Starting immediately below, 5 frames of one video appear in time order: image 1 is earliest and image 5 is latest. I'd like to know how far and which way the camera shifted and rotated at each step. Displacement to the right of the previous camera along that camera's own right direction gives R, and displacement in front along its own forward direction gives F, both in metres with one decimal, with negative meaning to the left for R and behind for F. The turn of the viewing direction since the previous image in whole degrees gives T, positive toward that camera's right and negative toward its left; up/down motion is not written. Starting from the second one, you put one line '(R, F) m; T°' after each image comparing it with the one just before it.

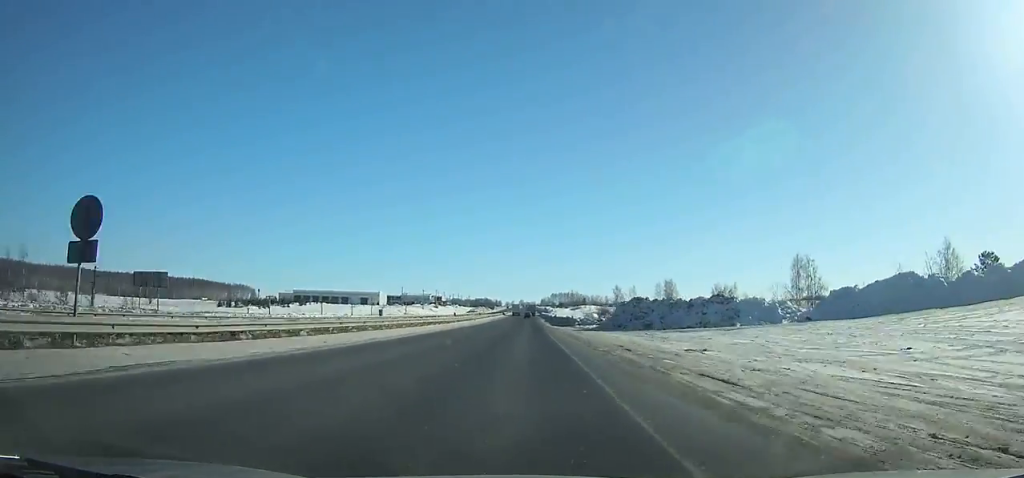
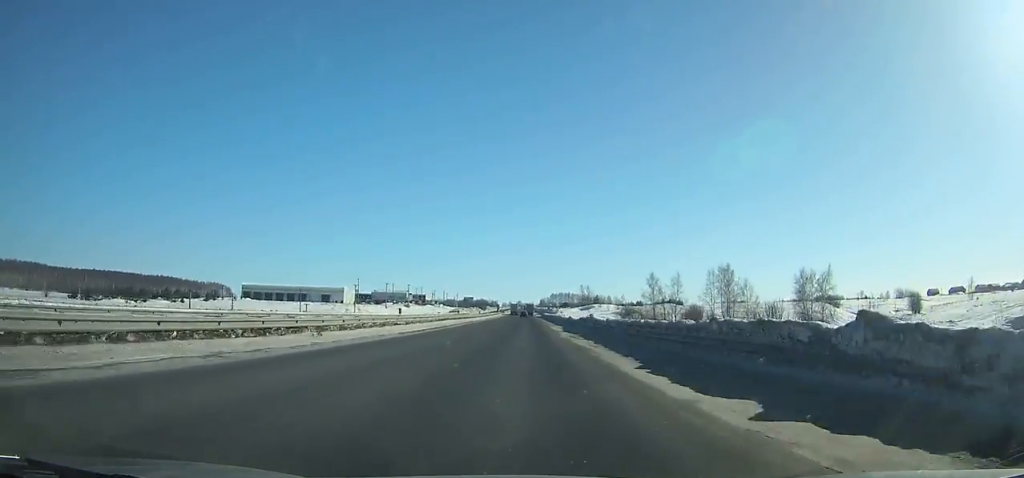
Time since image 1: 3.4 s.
(+0.2, +64.8) m; 0°
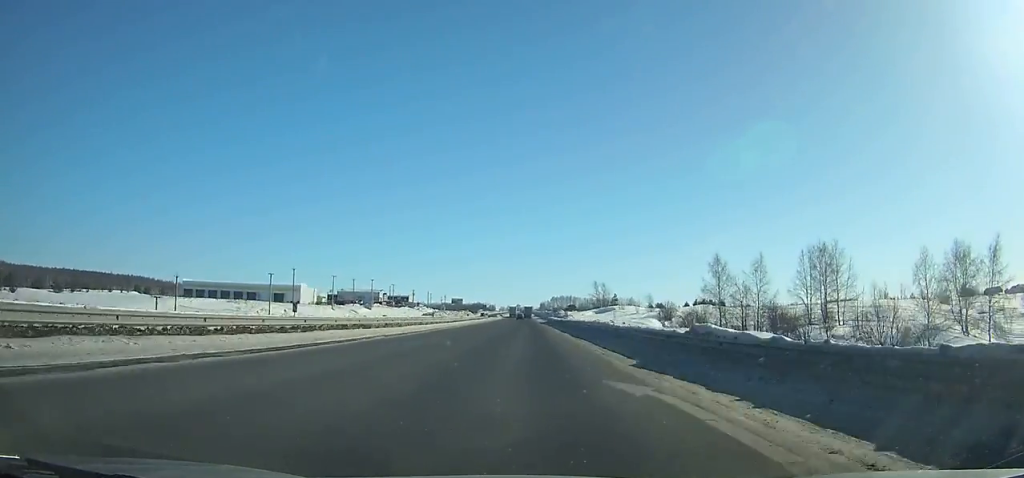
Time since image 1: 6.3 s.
(+0.1, +55.7) m; 0°
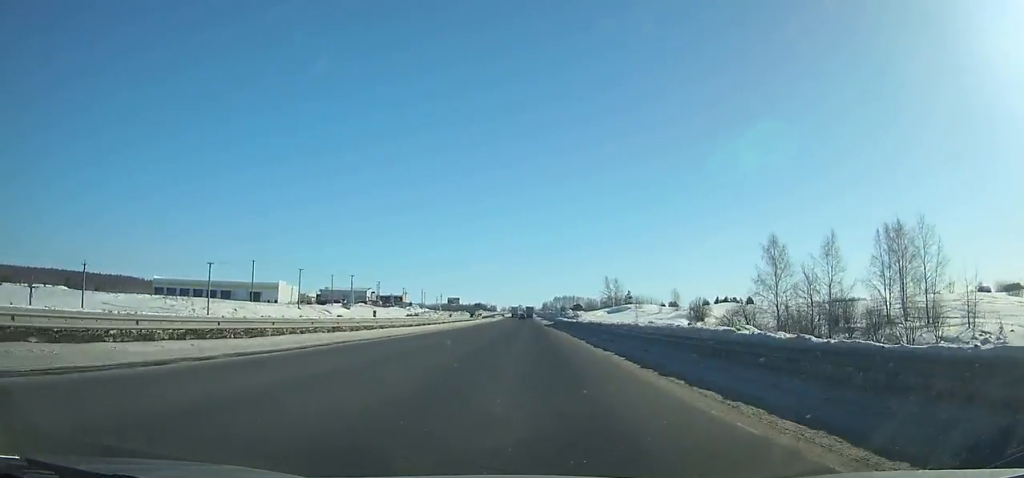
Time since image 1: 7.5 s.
(+0.1, +23.2) m; 0°
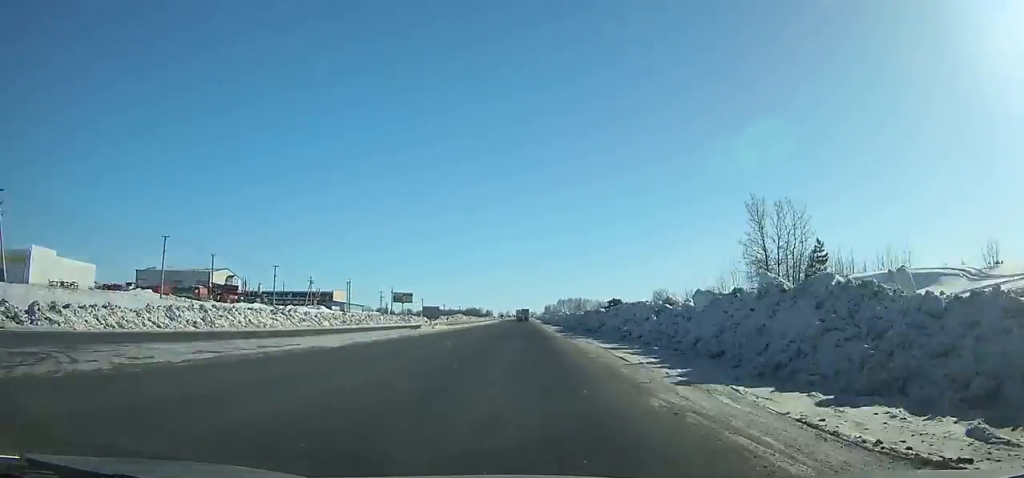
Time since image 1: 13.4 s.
(+0.2, +116.1) m; 0°
